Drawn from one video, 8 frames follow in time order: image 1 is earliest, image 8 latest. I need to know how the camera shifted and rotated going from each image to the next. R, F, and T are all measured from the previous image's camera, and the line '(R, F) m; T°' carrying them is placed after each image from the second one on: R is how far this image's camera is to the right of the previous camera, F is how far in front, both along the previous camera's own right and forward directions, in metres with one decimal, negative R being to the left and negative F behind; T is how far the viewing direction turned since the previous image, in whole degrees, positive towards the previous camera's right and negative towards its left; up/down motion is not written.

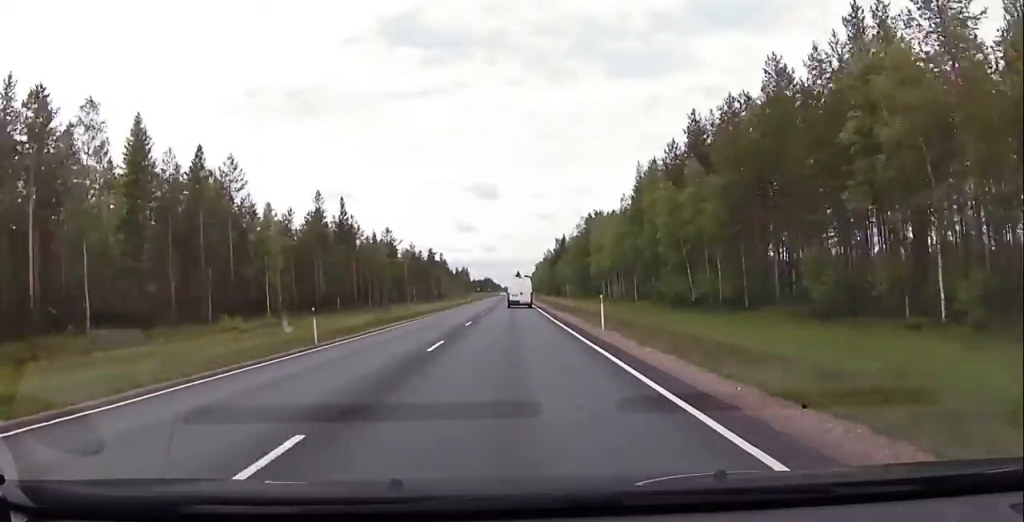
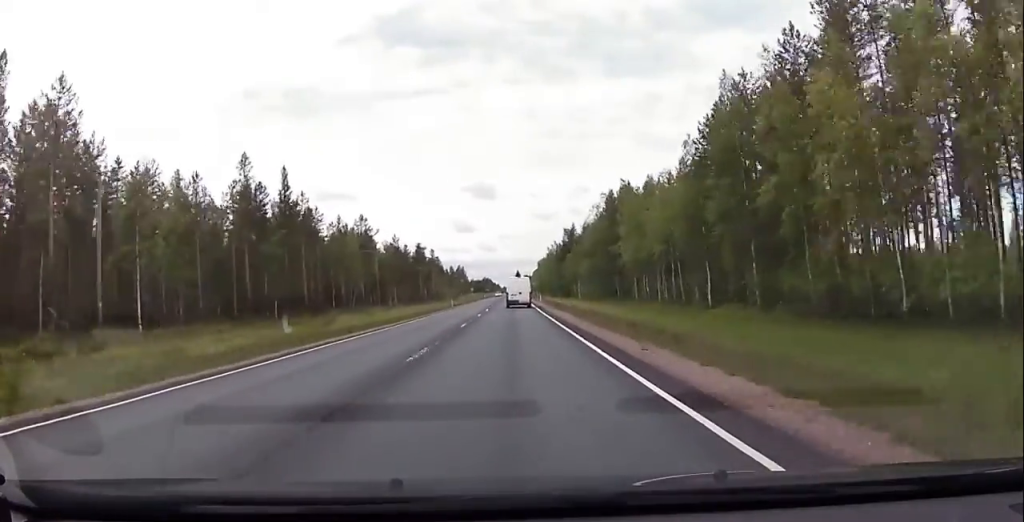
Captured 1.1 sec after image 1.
(+0.3, +26.3) m; +1°
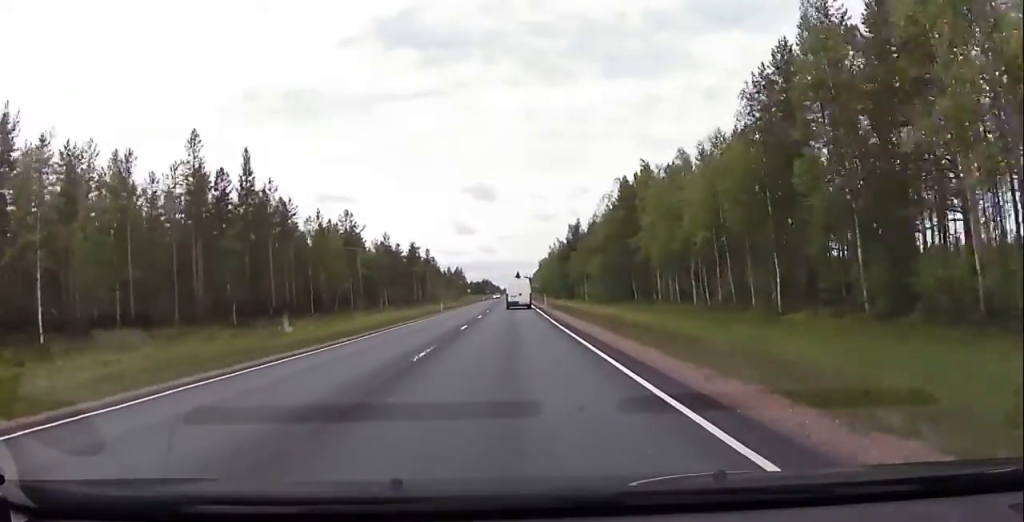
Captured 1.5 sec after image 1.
(0.0, +11.5) m; 0°
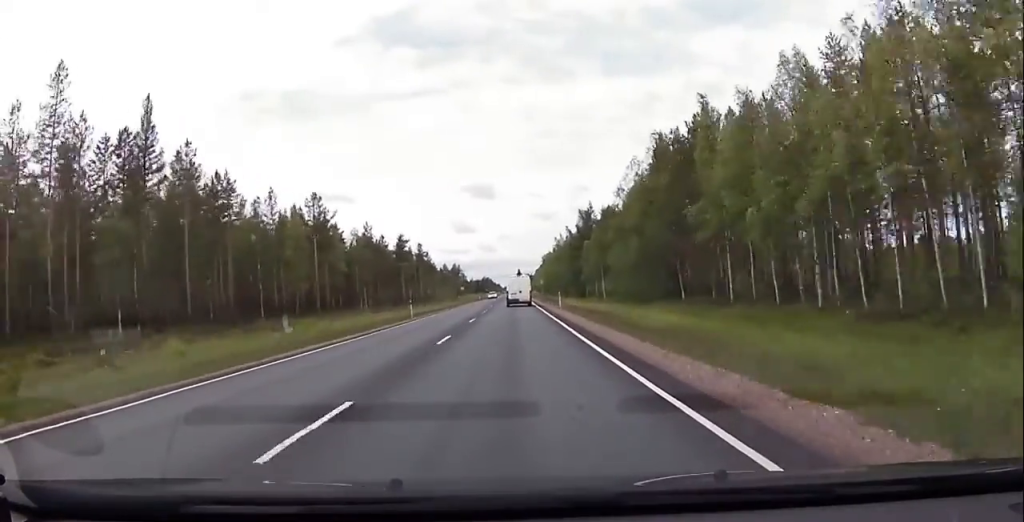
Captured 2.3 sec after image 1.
(0.0, +19.7) m; 0°
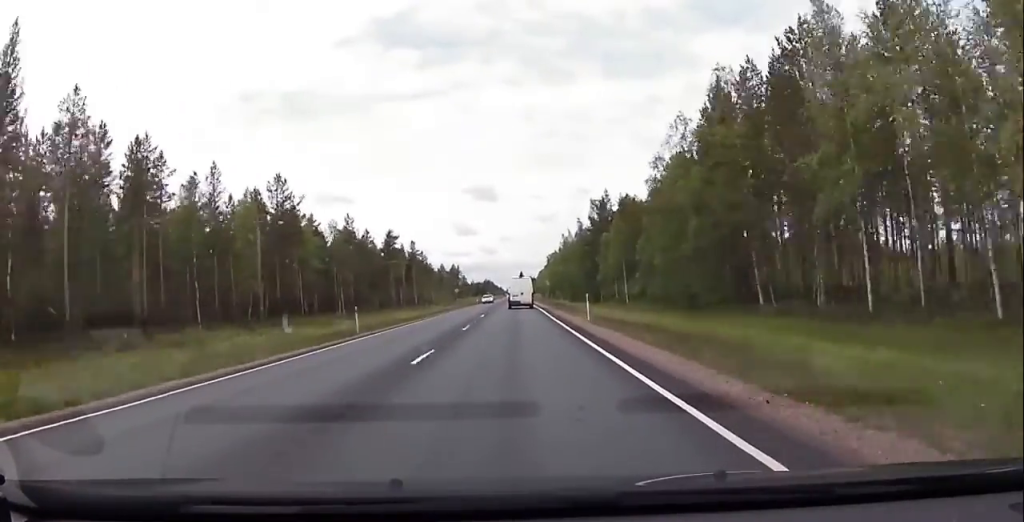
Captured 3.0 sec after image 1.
(0.0, +16.4) m; -1°
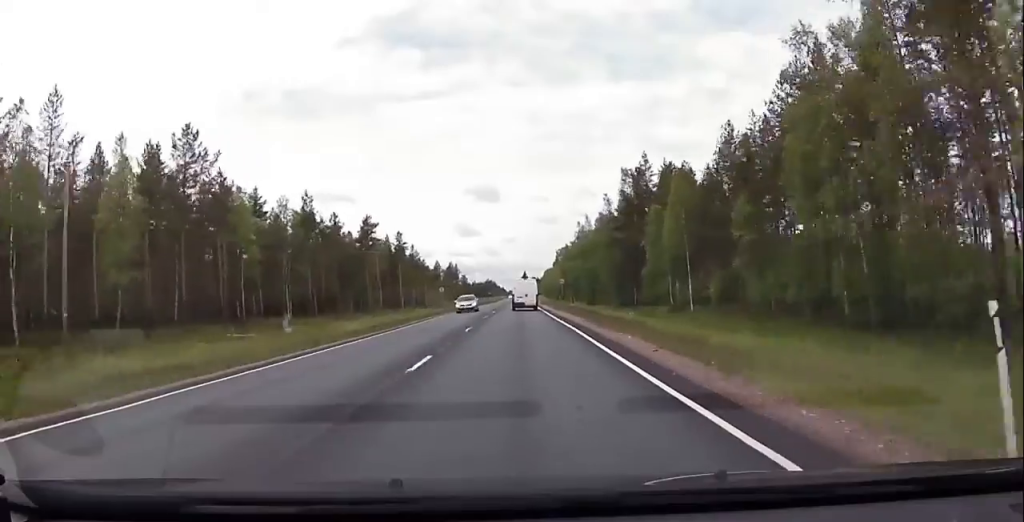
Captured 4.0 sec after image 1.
(-0.4, +25.5) m; 0°
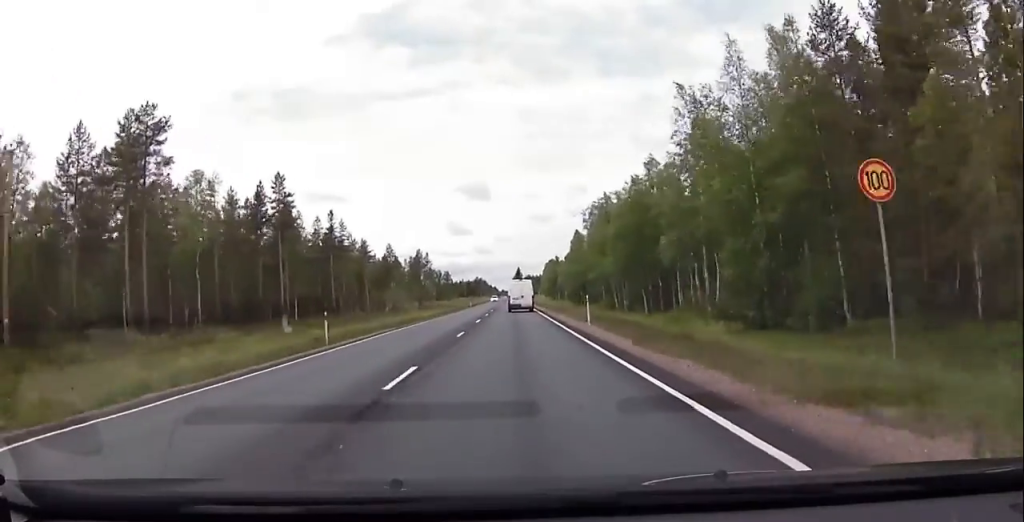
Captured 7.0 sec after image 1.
(+0.6, +73.5) m; 0°
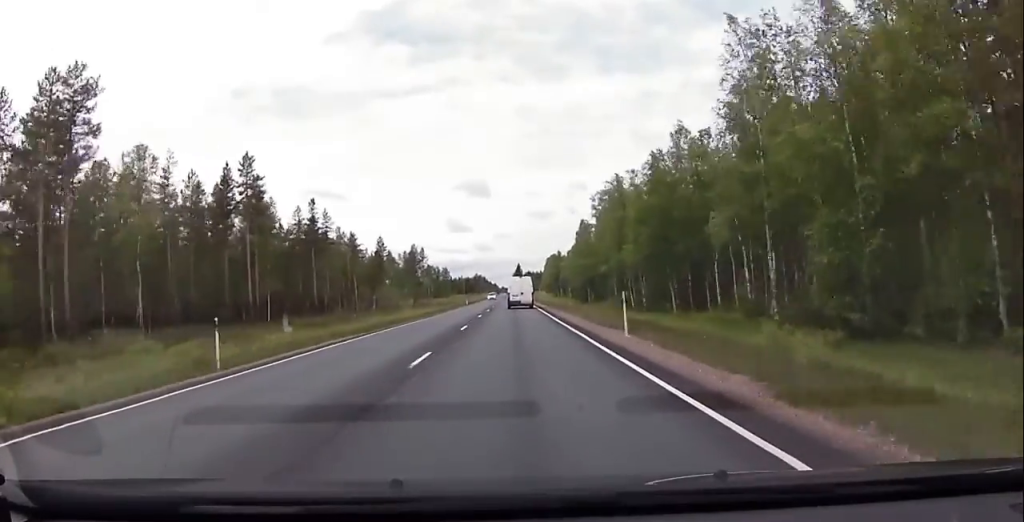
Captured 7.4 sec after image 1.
(0.0, +9.7) m; 0°
